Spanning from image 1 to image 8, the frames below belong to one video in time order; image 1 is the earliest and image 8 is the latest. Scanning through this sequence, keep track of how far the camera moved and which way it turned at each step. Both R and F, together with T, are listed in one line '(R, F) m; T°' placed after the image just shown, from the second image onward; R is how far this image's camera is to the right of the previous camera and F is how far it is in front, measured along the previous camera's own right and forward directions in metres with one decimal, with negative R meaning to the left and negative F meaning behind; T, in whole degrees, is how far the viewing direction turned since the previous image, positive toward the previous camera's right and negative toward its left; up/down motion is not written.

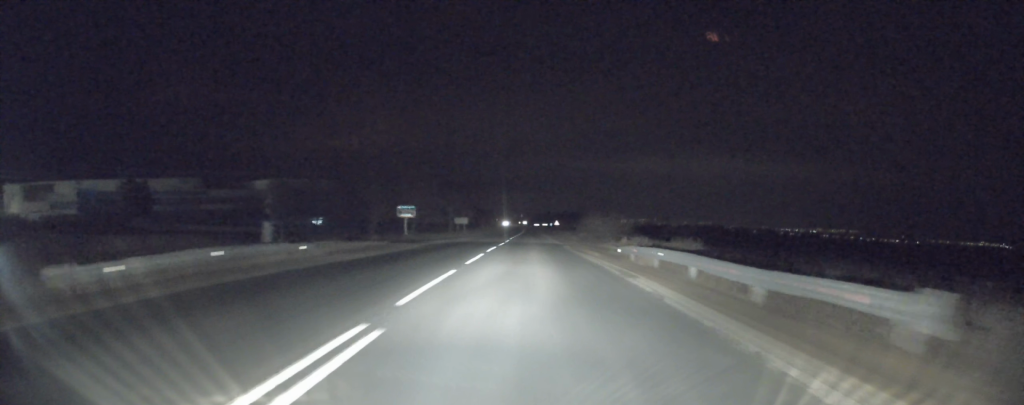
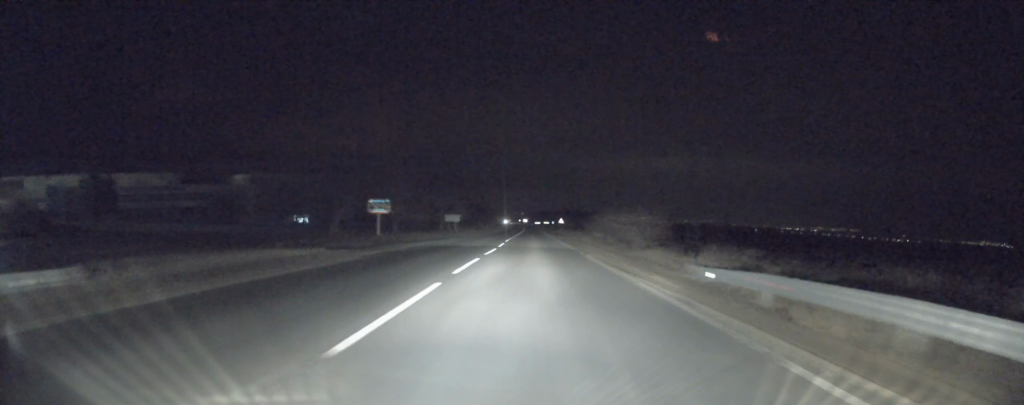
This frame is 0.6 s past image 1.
(0.0, +12.2) m; 0°
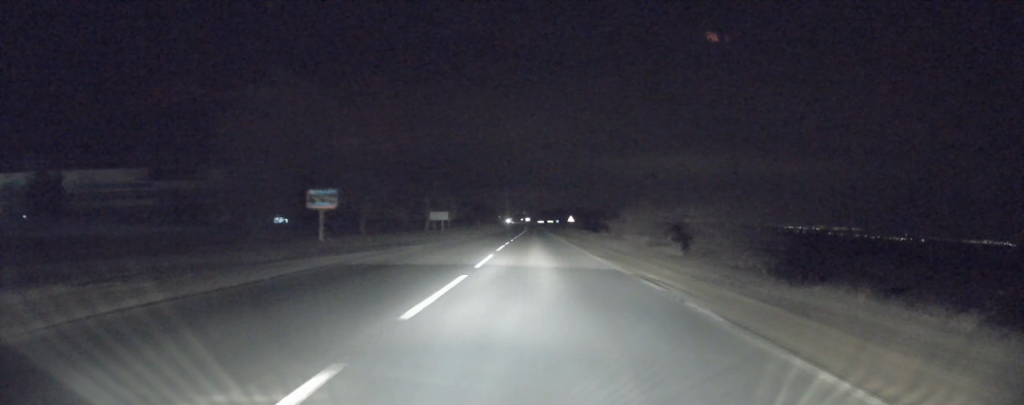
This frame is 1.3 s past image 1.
(-0.2, +15.7) m; 0°
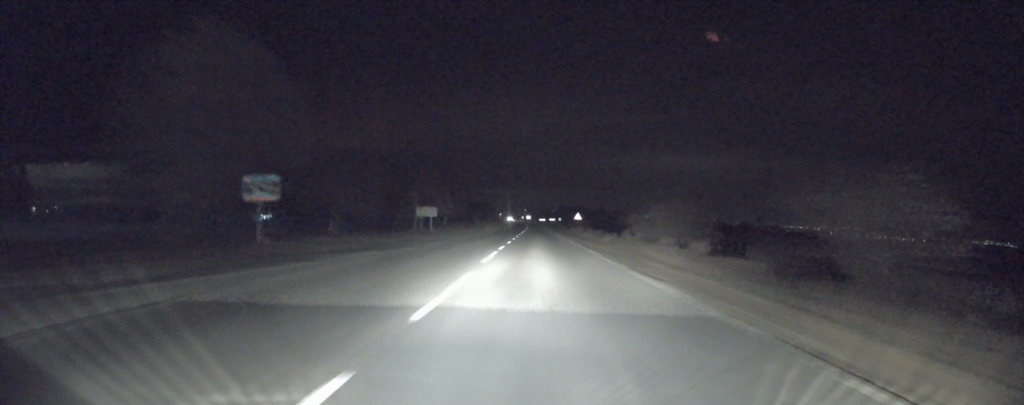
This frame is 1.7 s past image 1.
(0.0, +9.1) m; 0°
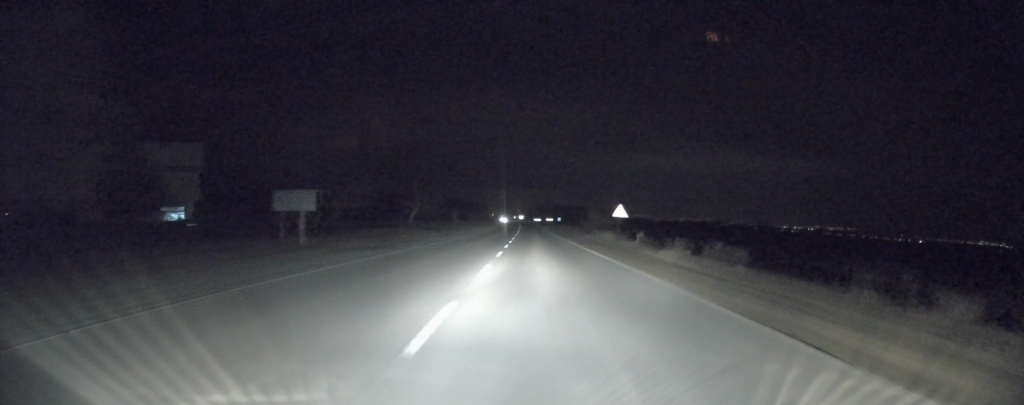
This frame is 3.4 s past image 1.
(+0.3, +34.9) m; +1°
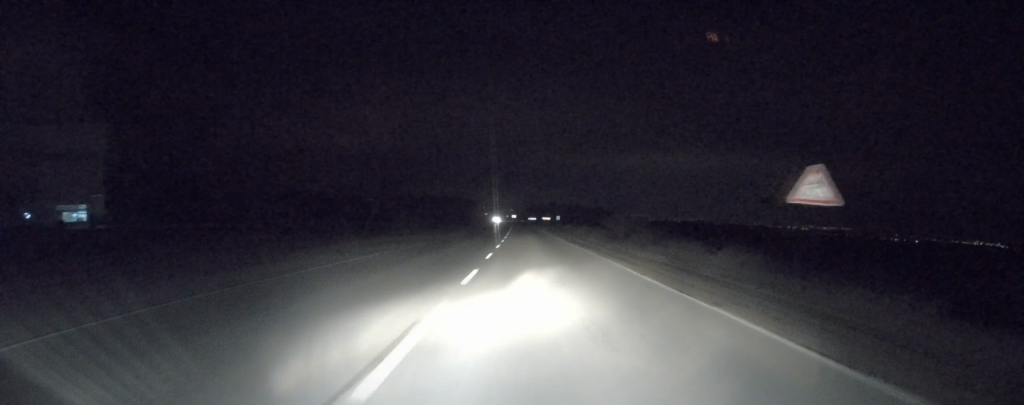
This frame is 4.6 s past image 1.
(0.0, +24.6) m; 0°
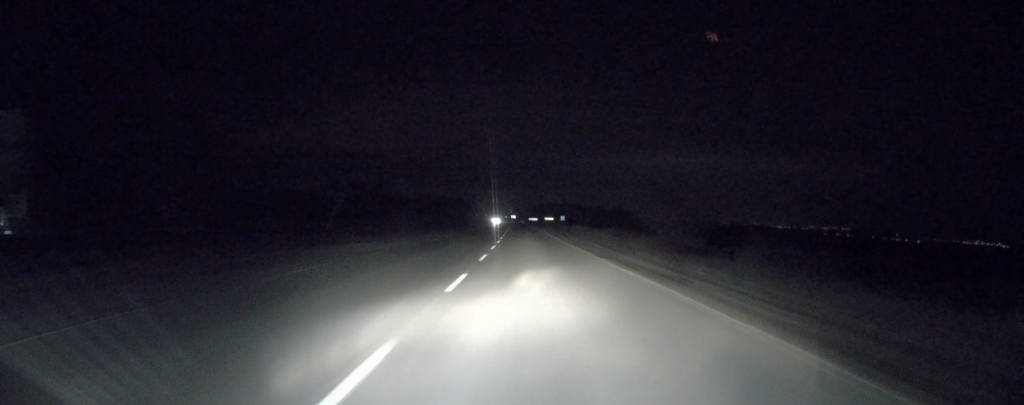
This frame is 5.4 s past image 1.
(-0.1, +16.8) m; 0°
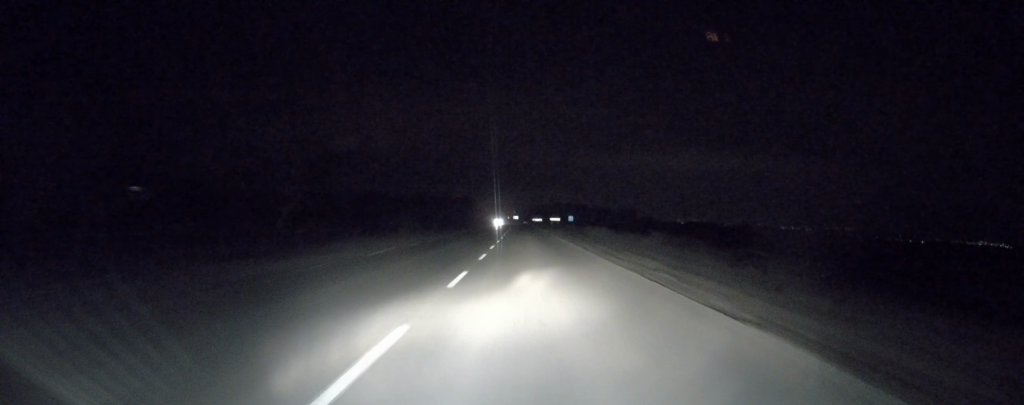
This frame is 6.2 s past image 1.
(+0.3, +14.7) m; 0°
